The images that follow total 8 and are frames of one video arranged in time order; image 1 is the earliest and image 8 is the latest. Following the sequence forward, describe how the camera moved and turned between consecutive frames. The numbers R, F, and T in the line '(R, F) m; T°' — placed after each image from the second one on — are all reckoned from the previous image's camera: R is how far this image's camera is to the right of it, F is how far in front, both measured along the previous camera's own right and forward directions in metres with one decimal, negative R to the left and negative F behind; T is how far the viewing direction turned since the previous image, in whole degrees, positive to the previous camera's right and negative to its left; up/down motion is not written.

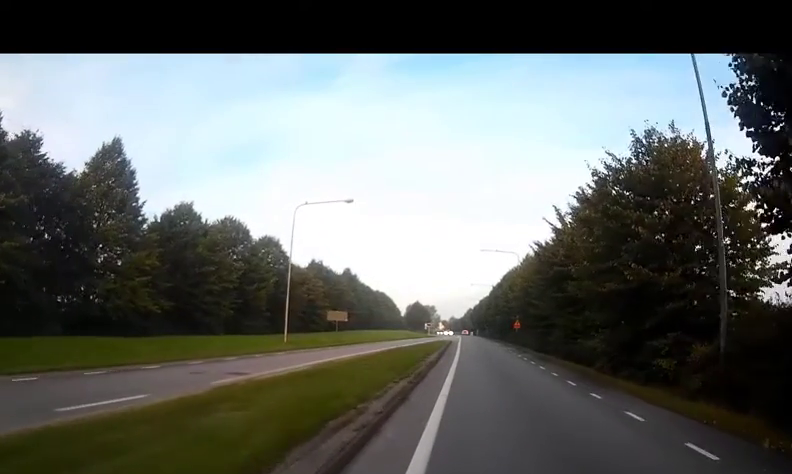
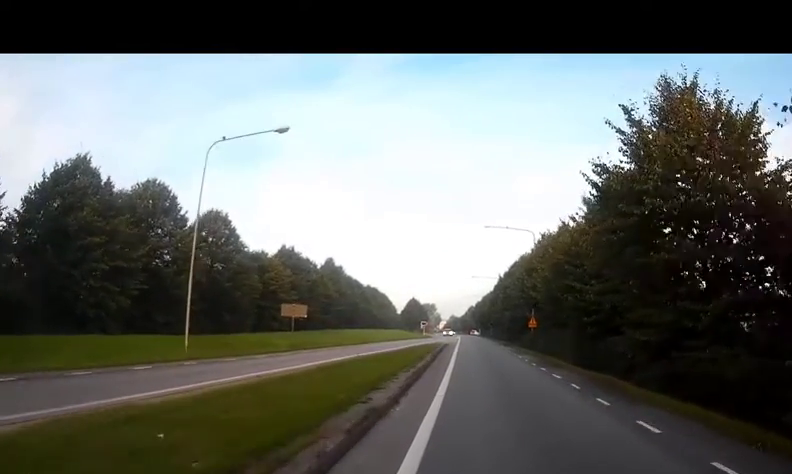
(+0.3, +13.1) m; +1°
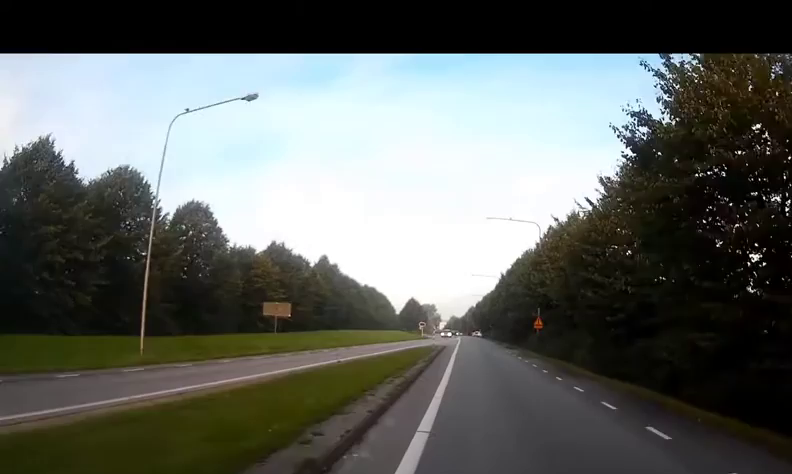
(-0.1, +3.5) m; 0°
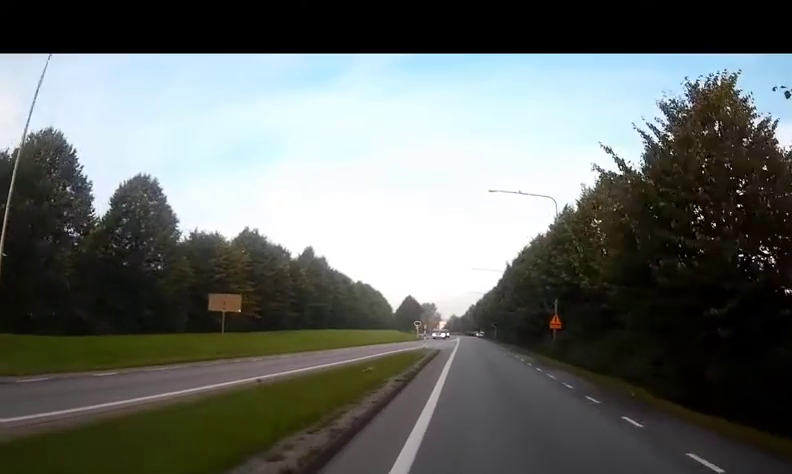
(-0.2, +7.8) m; -1°
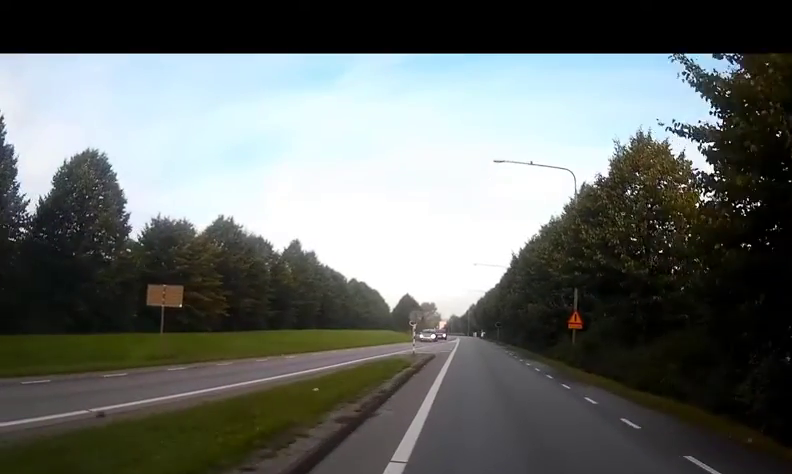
(+0.2, +6.0) m; -1°
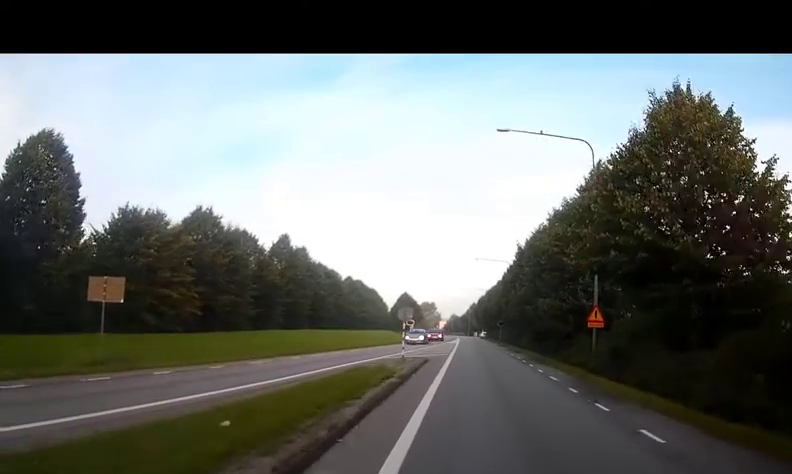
(-0.2, +4.3) m; 0°
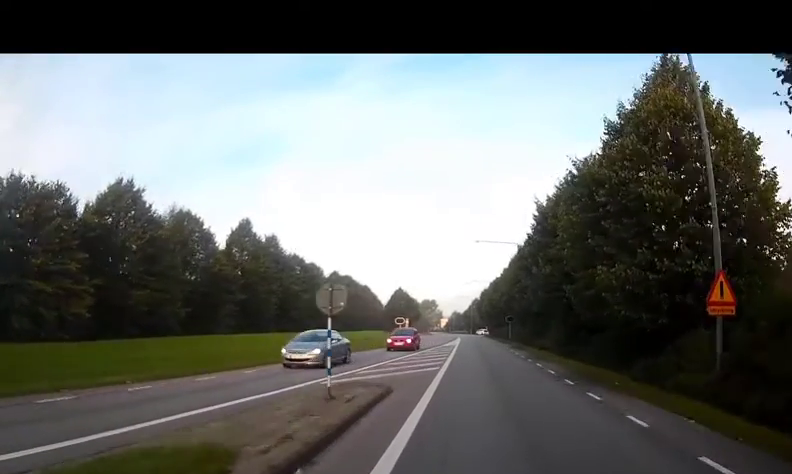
(+0.1, +11.6) m; +2°
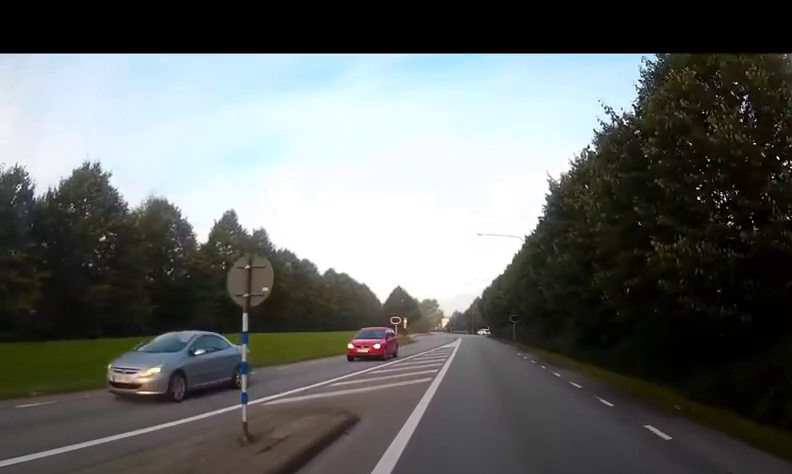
(0.0, +4.0) m; -1°
